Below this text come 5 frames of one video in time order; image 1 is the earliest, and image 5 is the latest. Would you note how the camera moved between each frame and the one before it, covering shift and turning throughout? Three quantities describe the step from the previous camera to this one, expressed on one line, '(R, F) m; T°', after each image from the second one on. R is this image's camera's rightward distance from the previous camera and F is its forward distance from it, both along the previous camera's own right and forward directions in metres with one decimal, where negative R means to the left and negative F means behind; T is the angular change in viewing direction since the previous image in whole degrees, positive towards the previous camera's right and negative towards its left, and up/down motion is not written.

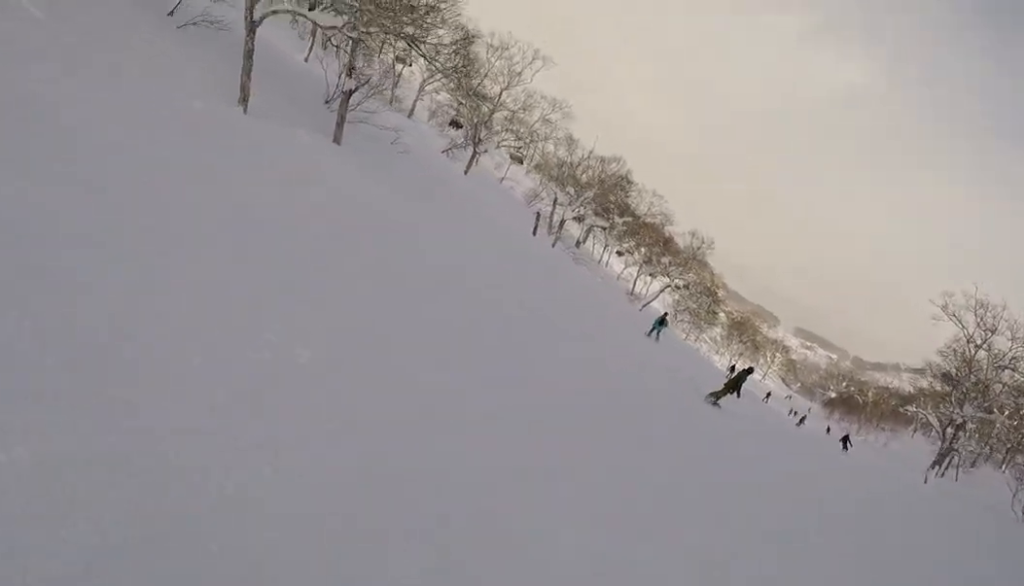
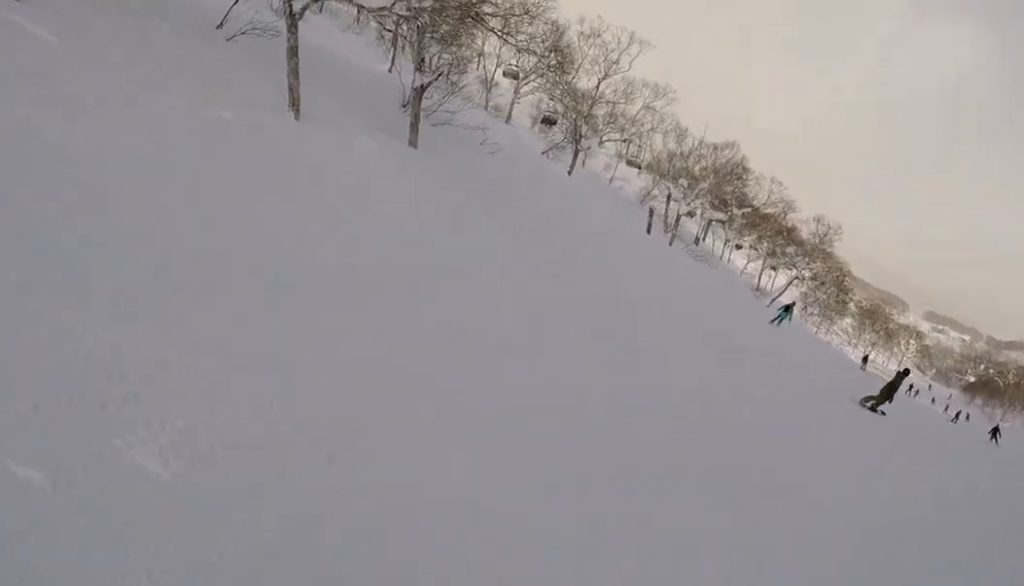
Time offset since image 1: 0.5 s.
(-0.6, +2.9) m; -14°
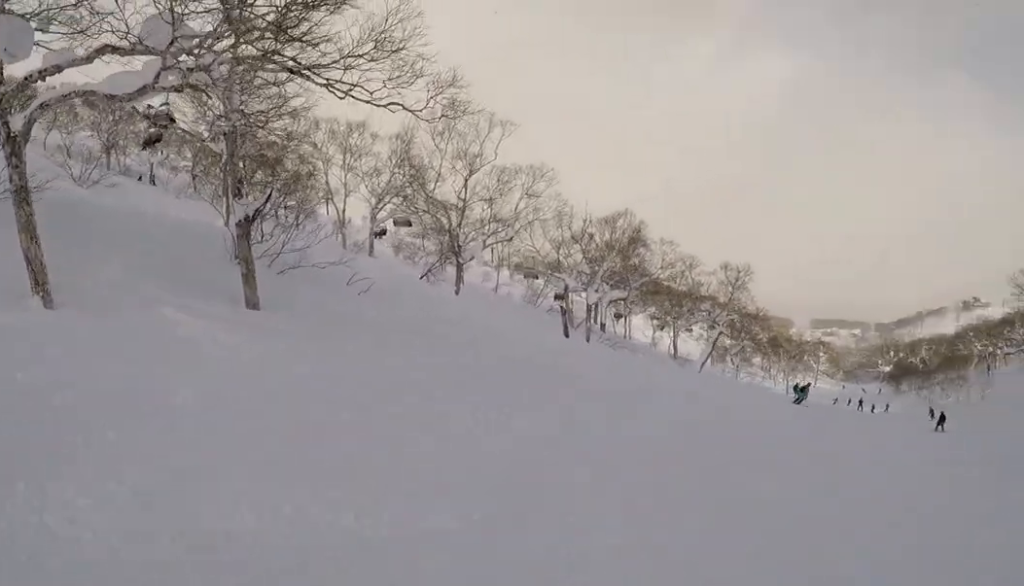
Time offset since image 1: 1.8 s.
(-0.2, +7.4) m; +12°
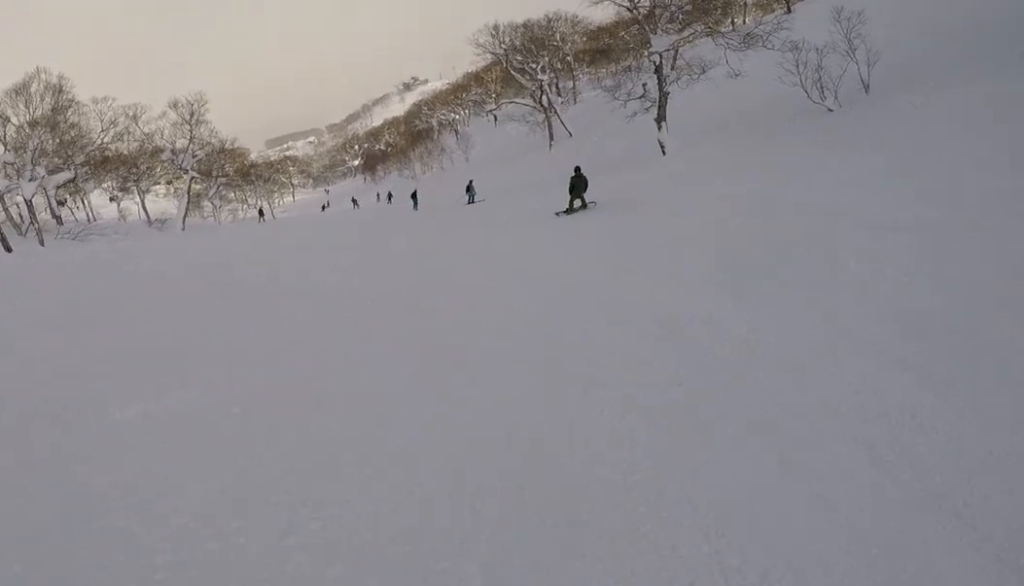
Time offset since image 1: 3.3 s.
(+3.3, +6.2) m; +49°
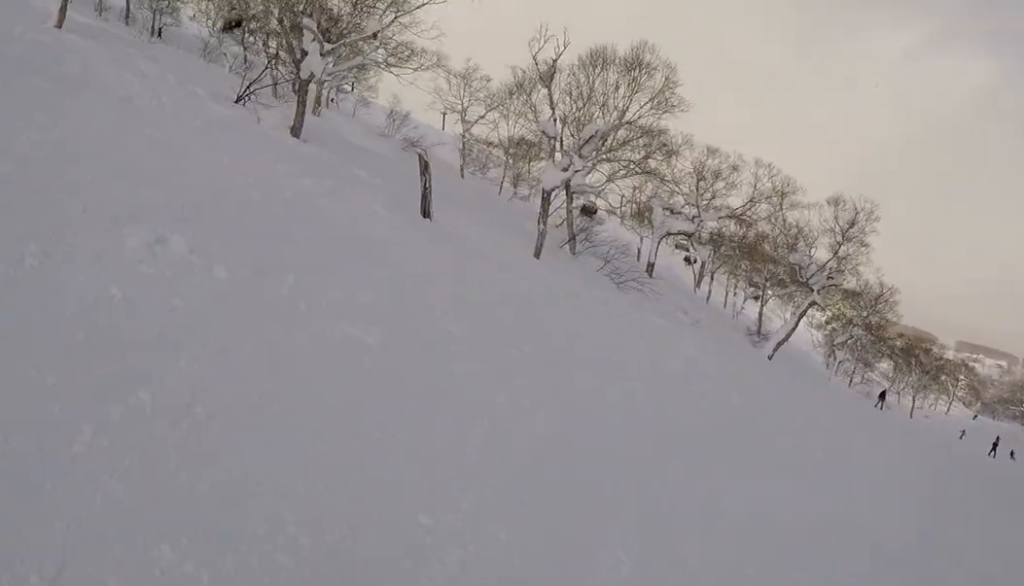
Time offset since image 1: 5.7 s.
(-5.0, +10.4) m; -42°
